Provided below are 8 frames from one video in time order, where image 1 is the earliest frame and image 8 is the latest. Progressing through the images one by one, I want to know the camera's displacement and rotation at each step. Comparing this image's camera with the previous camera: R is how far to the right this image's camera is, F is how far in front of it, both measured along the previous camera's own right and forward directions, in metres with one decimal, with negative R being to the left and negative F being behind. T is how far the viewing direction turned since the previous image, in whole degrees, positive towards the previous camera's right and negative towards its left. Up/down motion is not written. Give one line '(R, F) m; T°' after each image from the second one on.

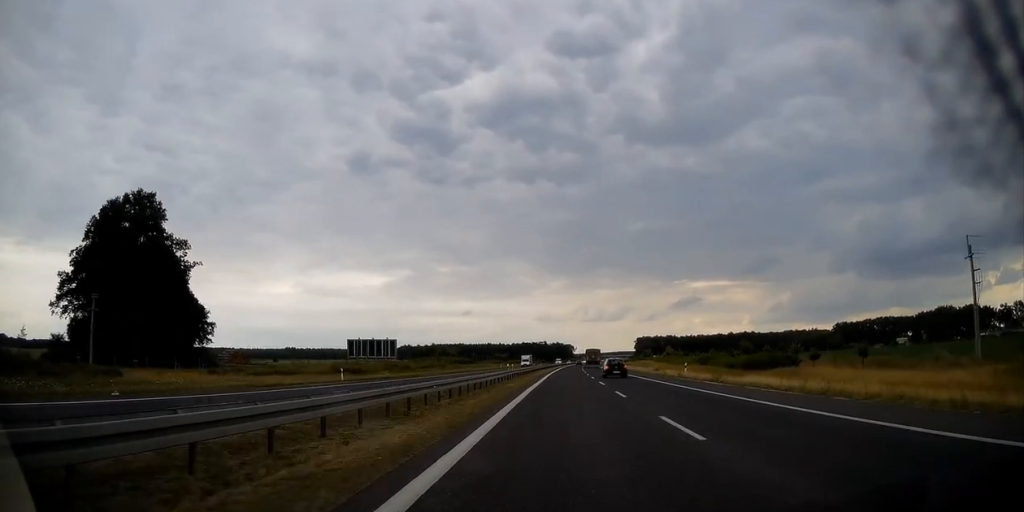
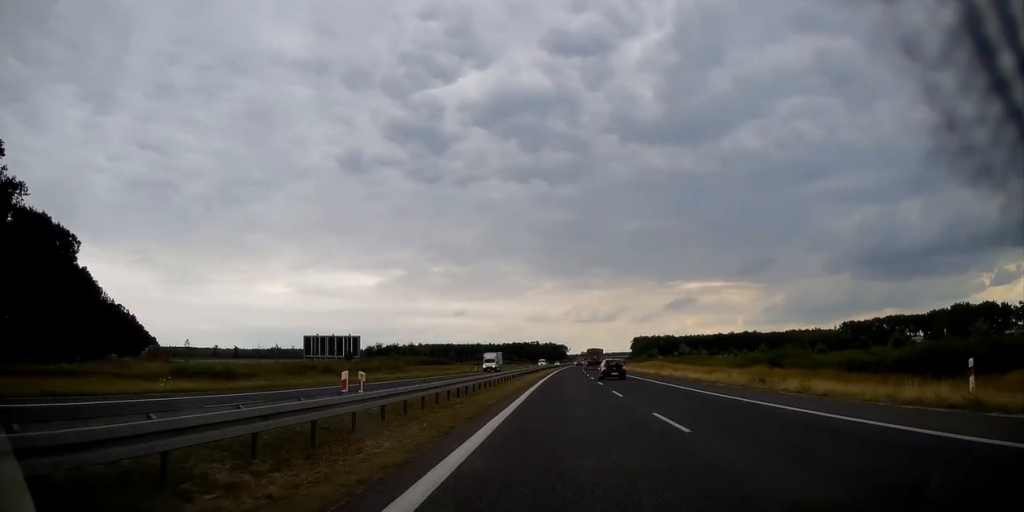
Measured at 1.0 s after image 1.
(+0.2, +34.5) m; 0°
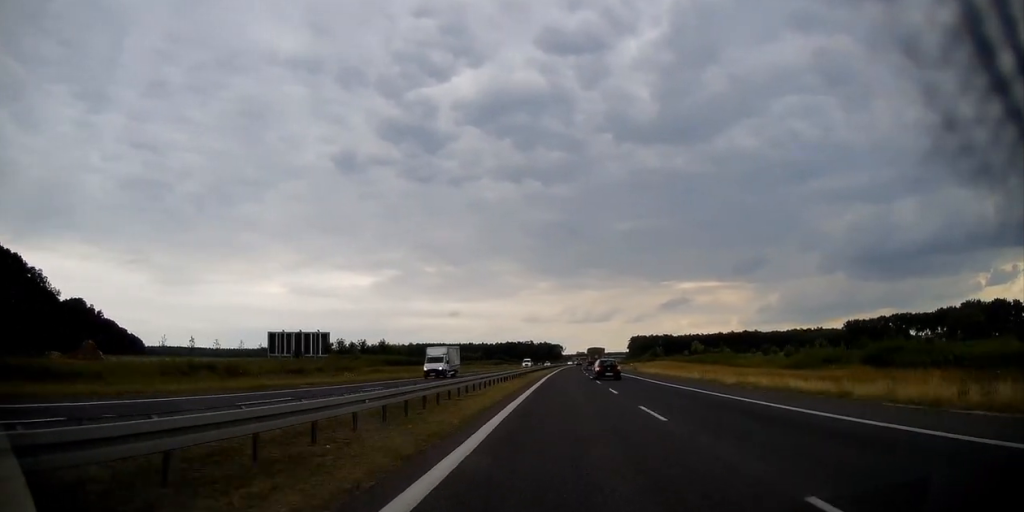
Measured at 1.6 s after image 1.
(0.0, +21.9) m; 0°
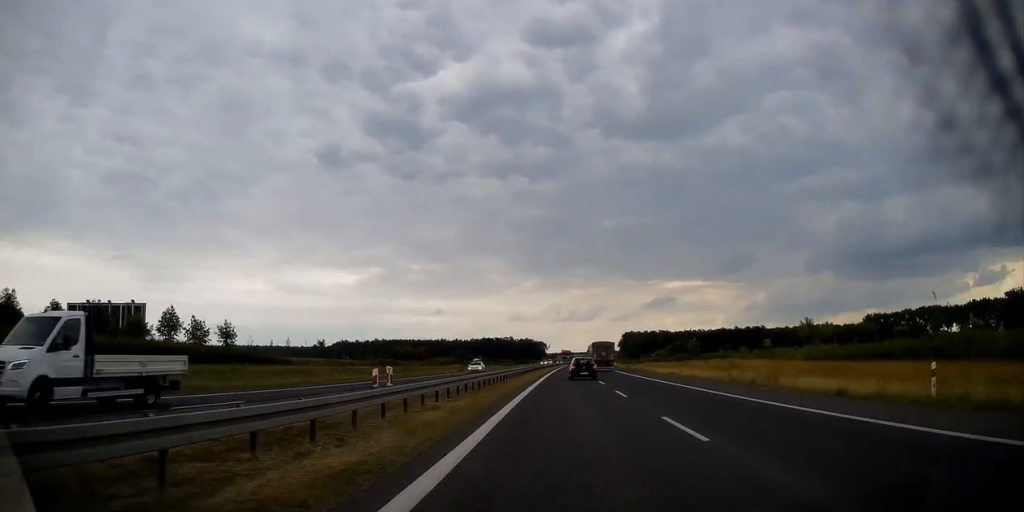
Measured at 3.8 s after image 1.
(+1.2, +75.9) m; +1°
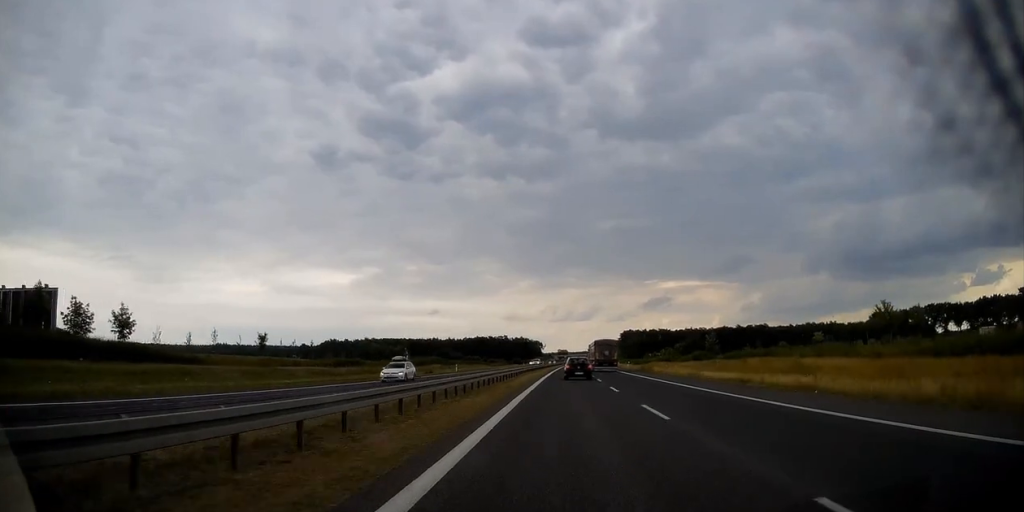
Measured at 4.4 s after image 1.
(0.0, +19.4) m; 0°
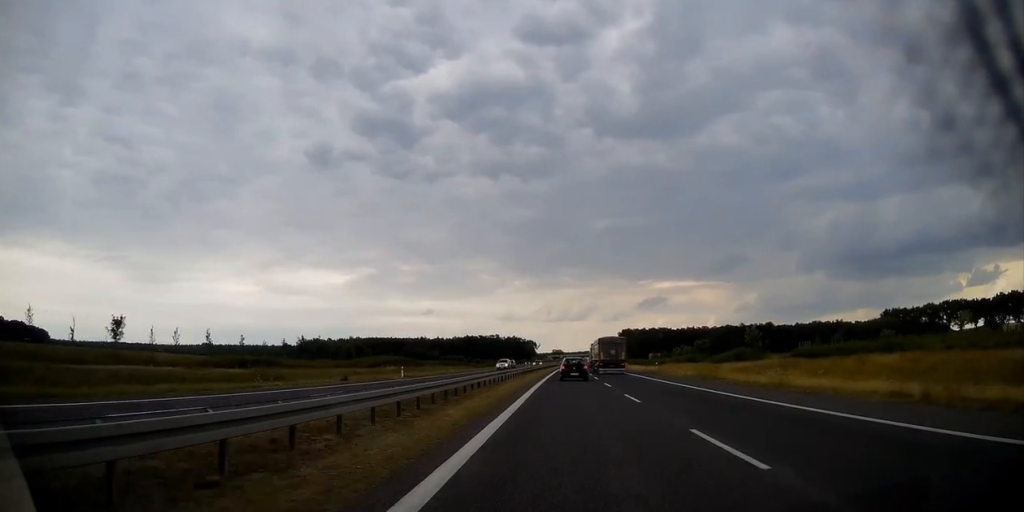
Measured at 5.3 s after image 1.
(0.0, +30.6) m; +1°
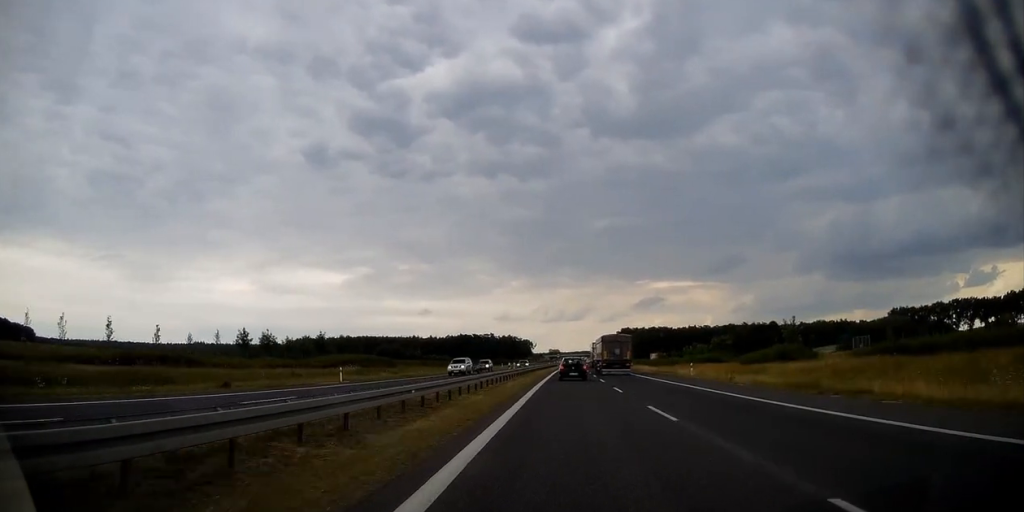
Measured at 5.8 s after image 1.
(+0.4, +17.9) m; 0°
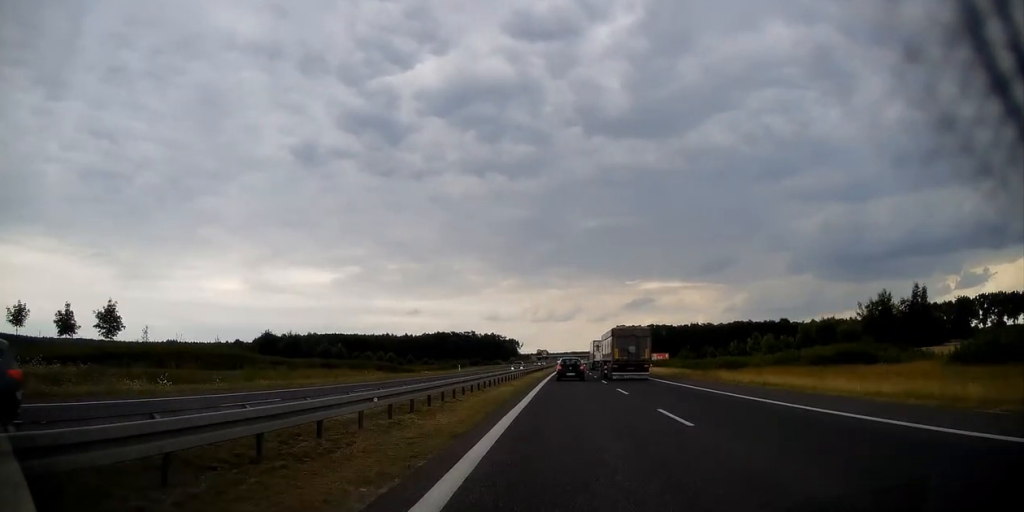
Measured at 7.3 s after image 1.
(-0.1, +49.9) m; +1°
